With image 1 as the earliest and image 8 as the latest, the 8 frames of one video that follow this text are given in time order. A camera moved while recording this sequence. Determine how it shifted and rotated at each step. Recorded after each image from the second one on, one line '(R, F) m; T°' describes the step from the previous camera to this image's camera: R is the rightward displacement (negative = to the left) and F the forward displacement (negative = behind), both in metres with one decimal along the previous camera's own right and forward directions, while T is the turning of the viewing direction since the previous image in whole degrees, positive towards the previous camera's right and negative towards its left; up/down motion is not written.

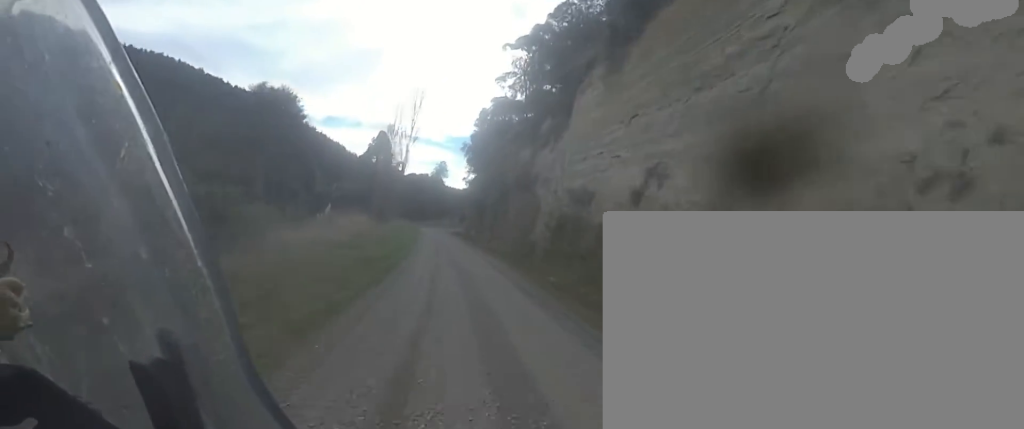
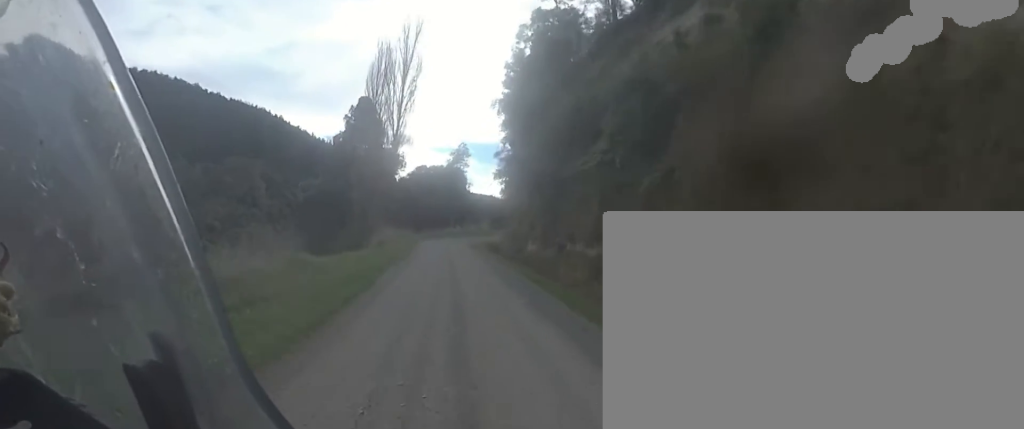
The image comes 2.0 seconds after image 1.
(-0.5, +31.1) m; -6°
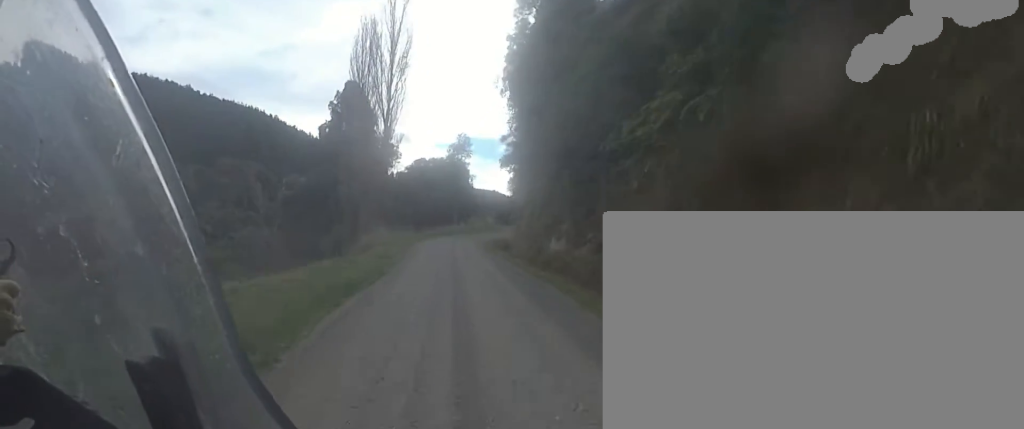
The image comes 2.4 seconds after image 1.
(+0.1, +5.9) m; -2°
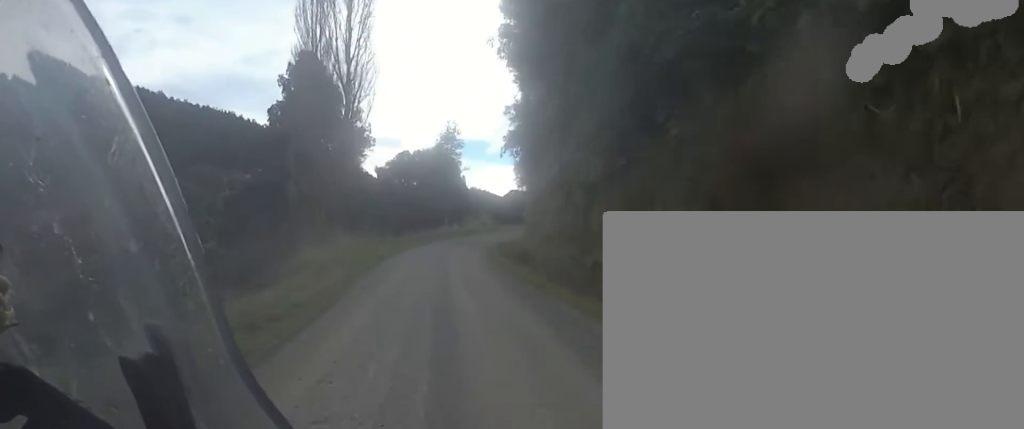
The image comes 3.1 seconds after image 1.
(-0.7, +10.6) m; +2°
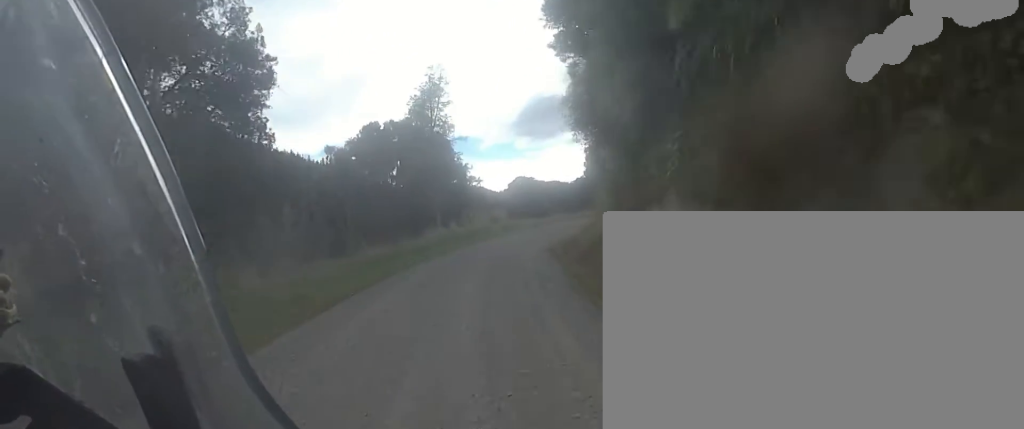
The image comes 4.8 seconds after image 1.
(+1.9, +20.9) m; +8°
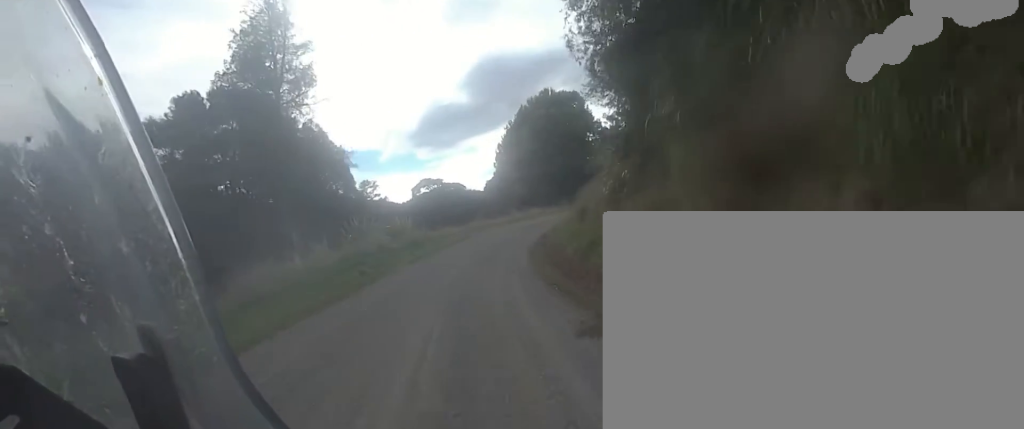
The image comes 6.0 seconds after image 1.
(+0.2, +14.9) m; +8°
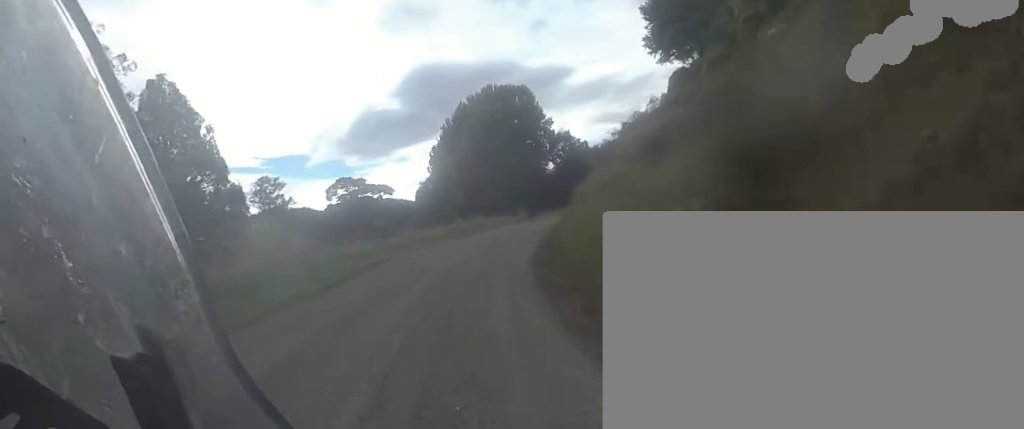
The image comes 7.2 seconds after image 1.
(+1.7, +13.1) m; +15°
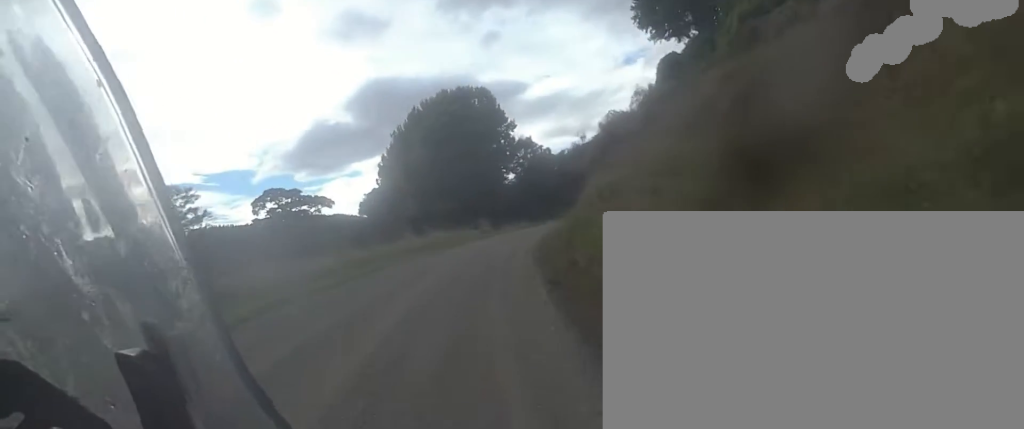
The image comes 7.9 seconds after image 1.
(+0.7, +8.5) m; +4°
